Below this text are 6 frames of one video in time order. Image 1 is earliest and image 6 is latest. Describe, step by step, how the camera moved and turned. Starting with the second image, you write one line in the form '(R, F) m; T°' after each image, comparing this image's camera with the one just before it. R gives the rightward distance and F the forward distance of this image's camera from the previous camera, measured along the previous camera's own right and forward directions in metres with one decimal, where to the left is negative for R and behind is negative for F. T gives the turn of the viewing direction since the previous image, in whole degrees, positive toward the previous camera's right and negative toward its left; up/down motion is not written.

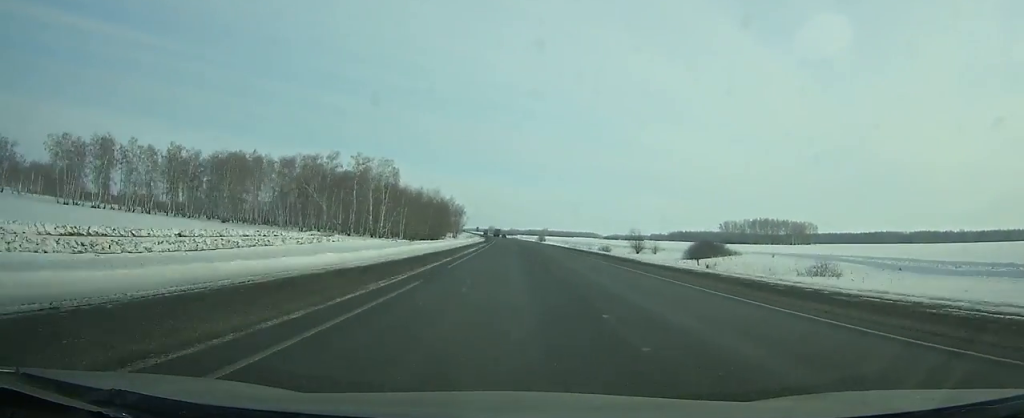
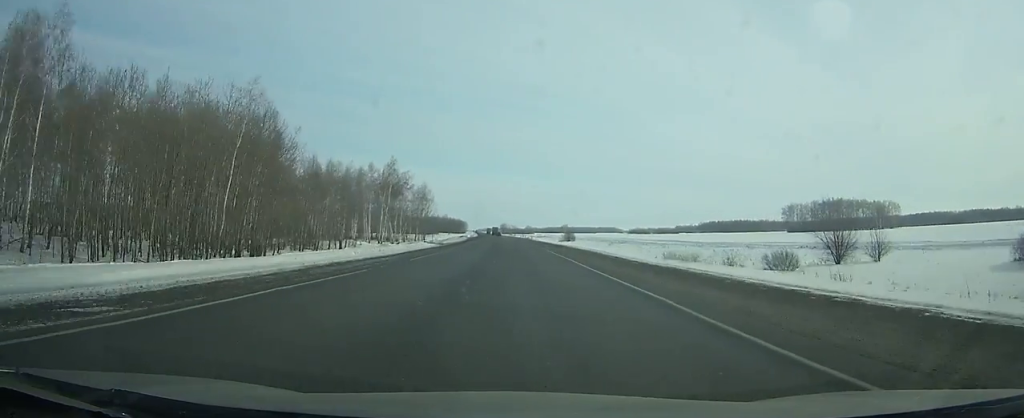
(-0.4, +102.1) m; -1°
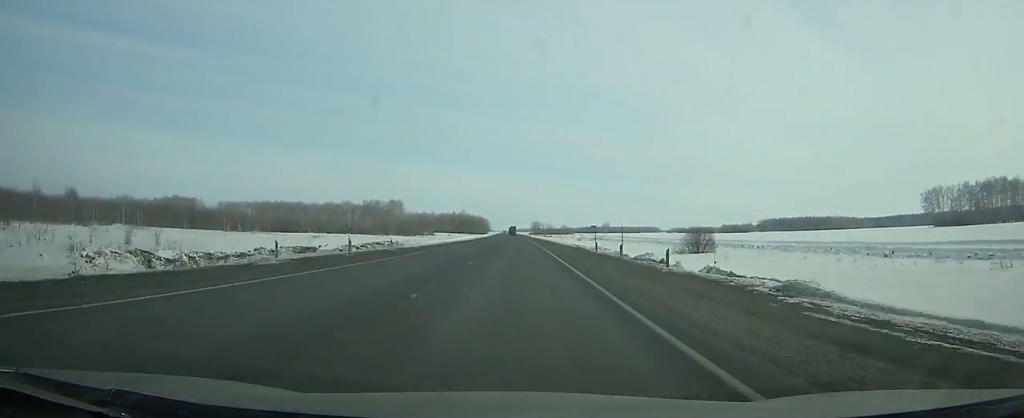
(-3.6, +133.2) m; -3°
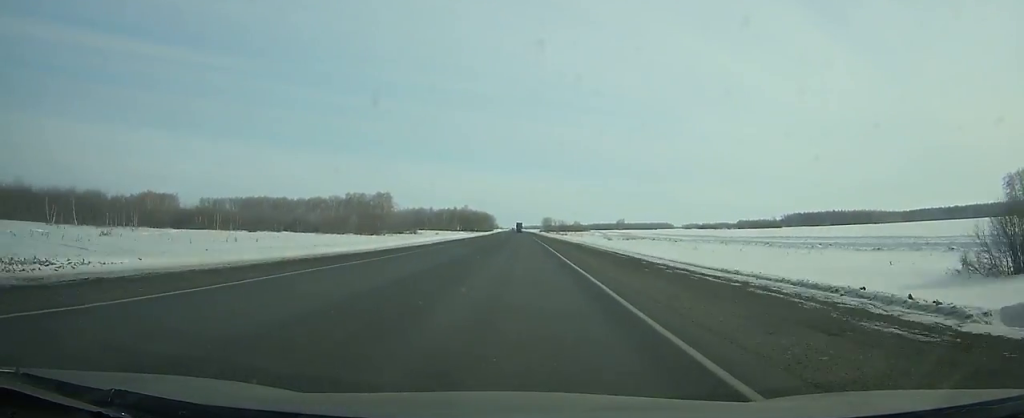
(-0.5, +57.9) m; -1°
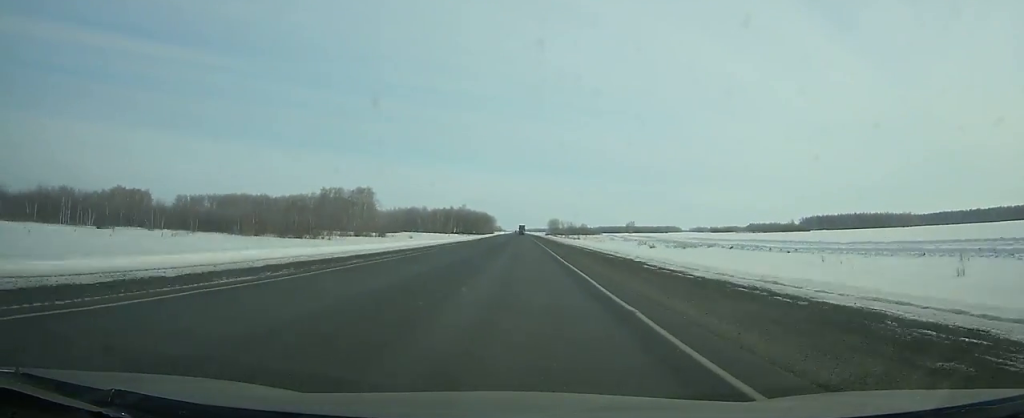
(-0.3, +49.1) m; 0°
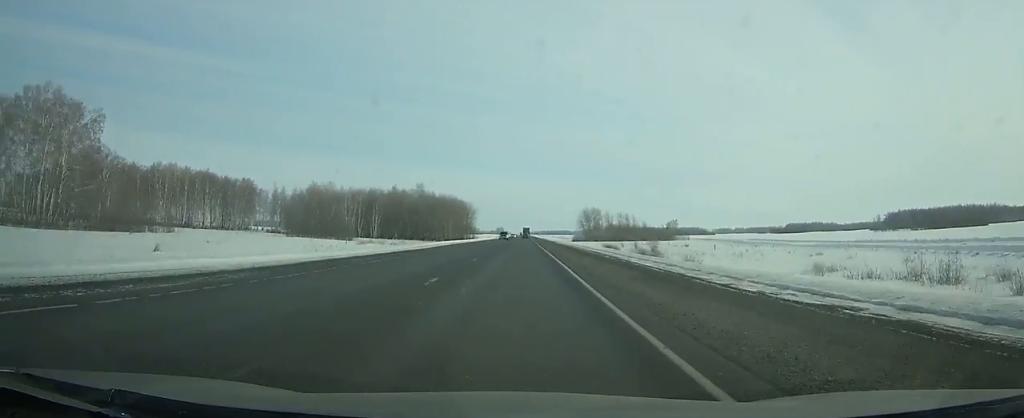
(-1.6, +203.7) m; -1°
